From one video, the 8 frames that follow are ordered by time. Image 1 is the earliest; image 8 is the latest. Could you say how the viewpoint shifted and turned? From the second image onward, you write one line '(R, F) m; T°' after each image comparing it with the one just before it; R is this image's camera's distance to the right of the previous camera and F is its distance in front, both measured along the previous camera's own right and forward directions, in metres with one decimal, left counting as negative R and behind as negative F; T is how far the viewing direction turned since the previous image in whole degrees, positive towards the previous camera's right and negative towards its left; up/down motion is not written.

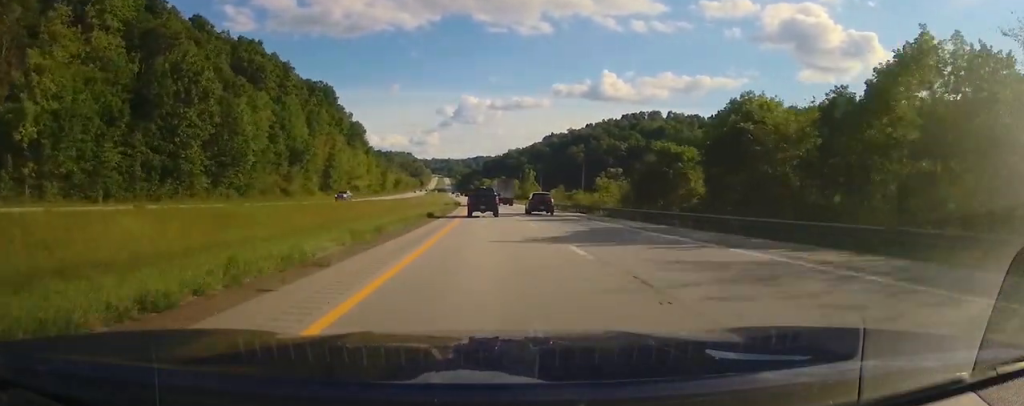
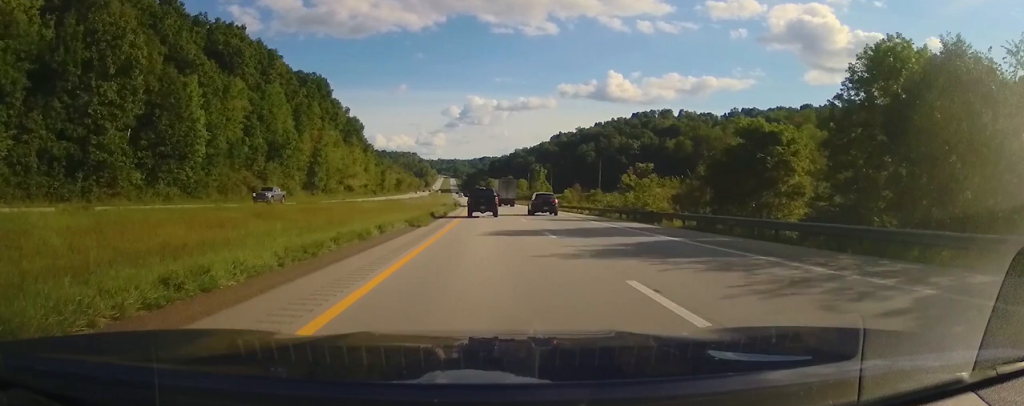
(-0.2, +18.7) m; 0°
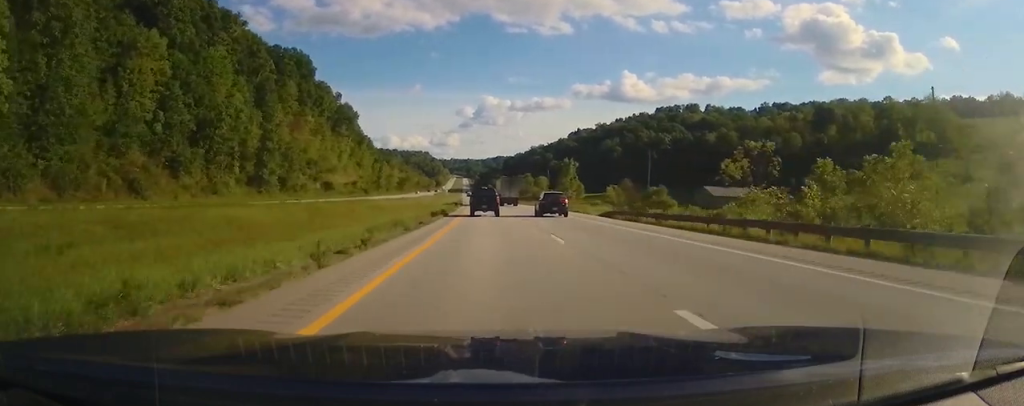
(-0.2, +39.7) m; -1°
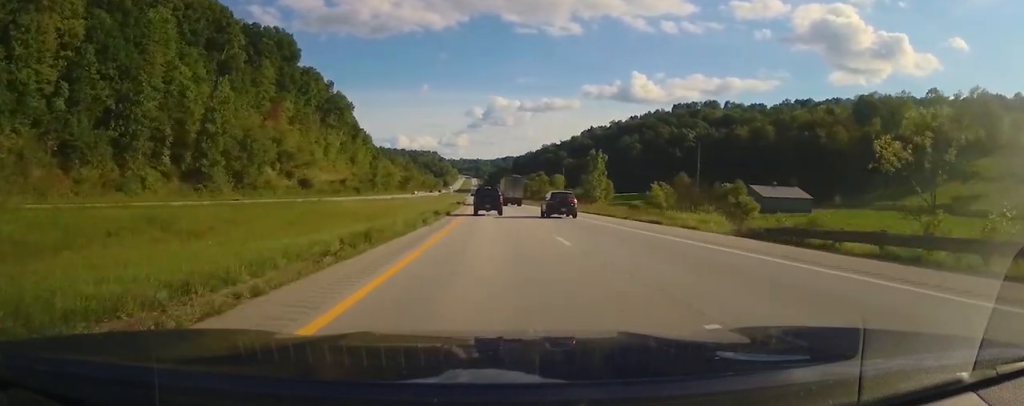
(-0.3, +25.7) m; -1°
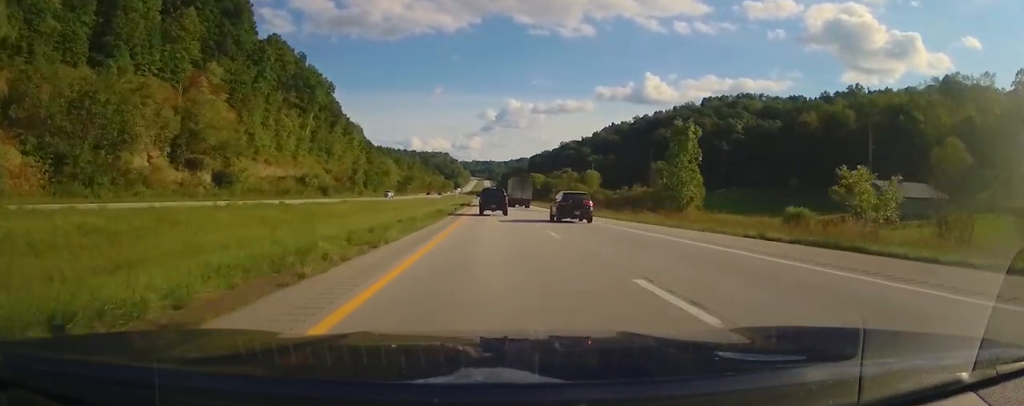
(-0.6, +46.8) m; -1°
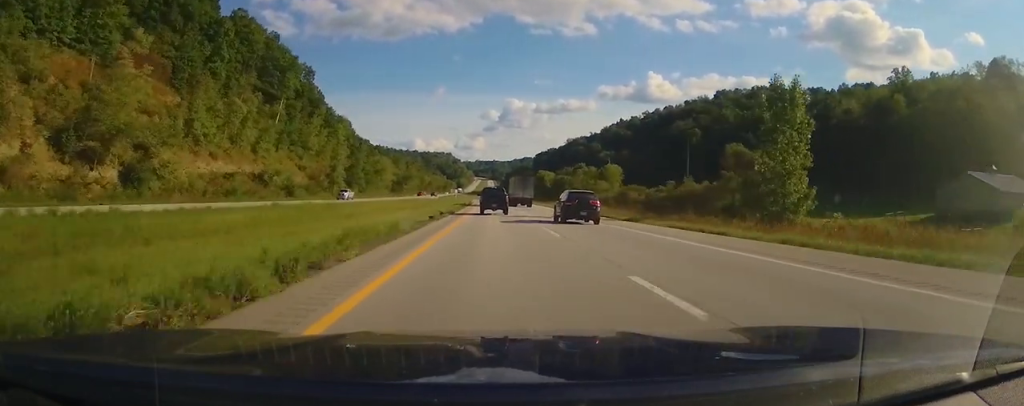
(0.0, +24.6) m; 0°
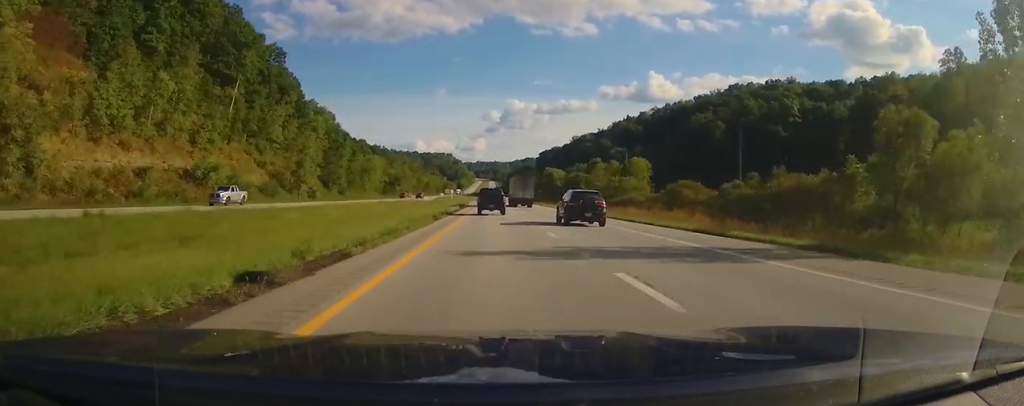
(0.0, +24.5) m; 0°
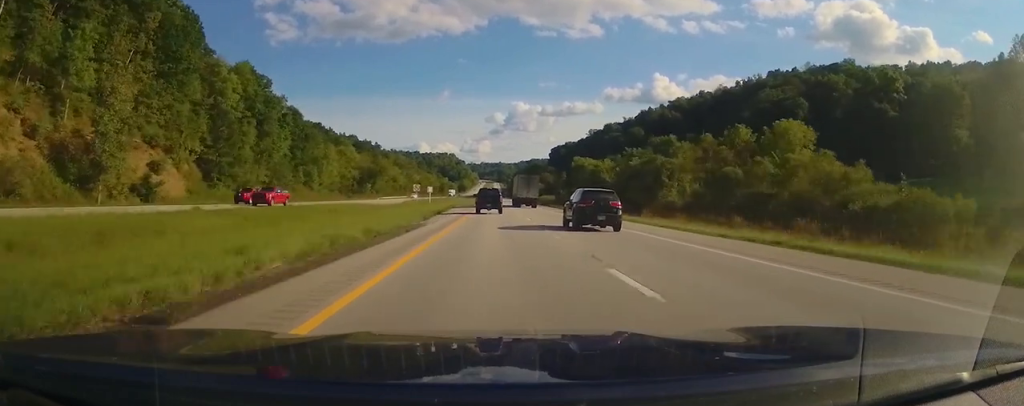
(-0.1, +61.5) m; -1°
